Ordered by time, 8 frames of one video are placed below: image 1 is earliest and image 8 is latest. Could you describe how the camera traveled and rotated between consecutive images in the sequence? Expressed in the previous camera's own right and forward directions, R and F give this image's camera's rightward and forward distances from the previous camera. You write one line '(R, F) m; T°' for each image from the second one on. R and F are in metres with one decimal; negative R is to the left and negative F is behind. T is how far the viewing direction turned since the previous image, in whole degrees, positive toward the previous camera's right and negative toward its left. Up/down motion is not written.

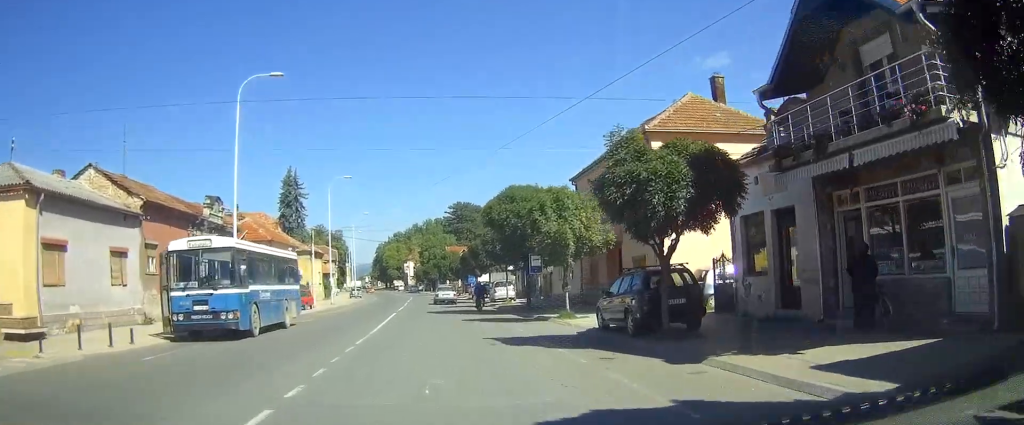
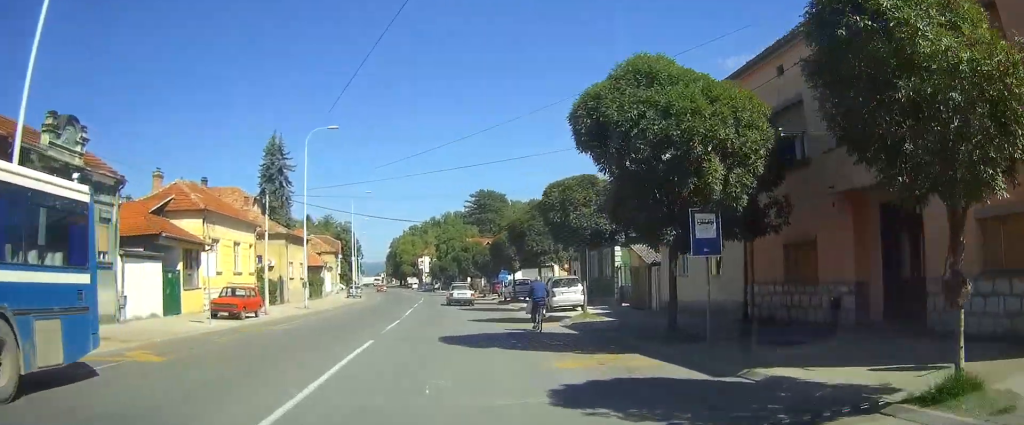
(-0.4, +19.3) m; -2°
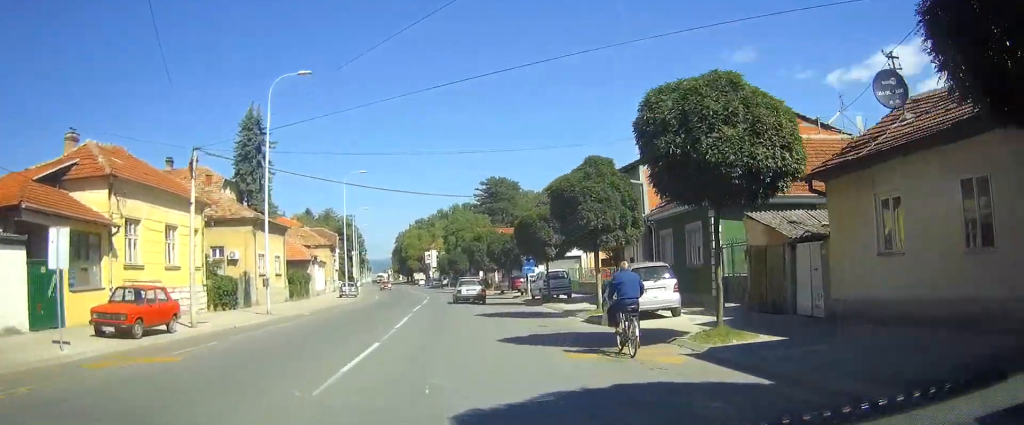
(0.0, +11.6) m; 0°
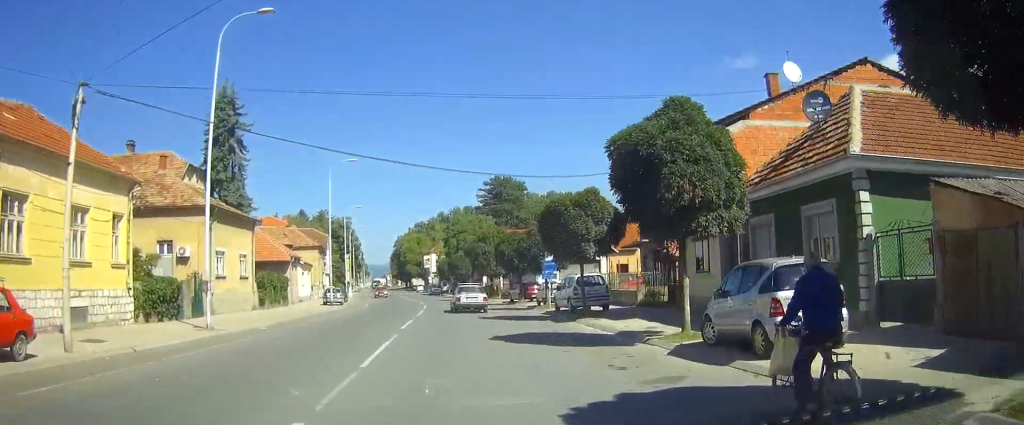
(0.0, +8.6) m; 0°
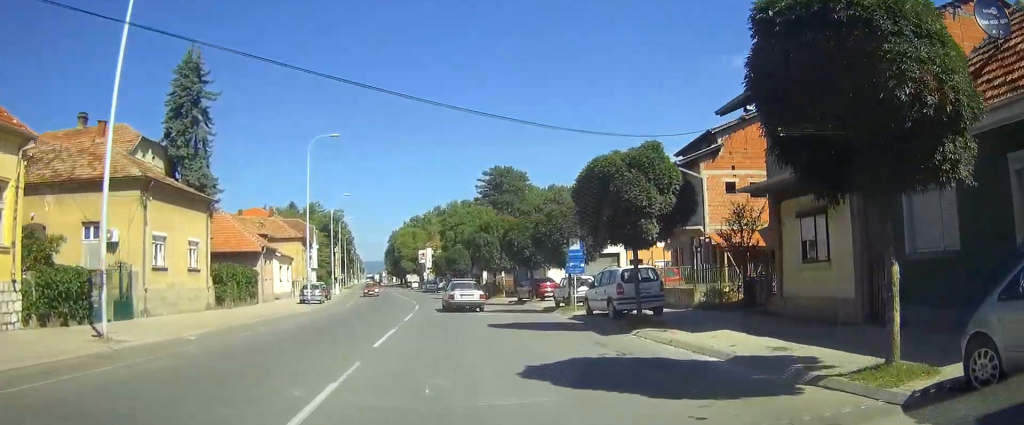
(-0.1, +7.7) m; 0°
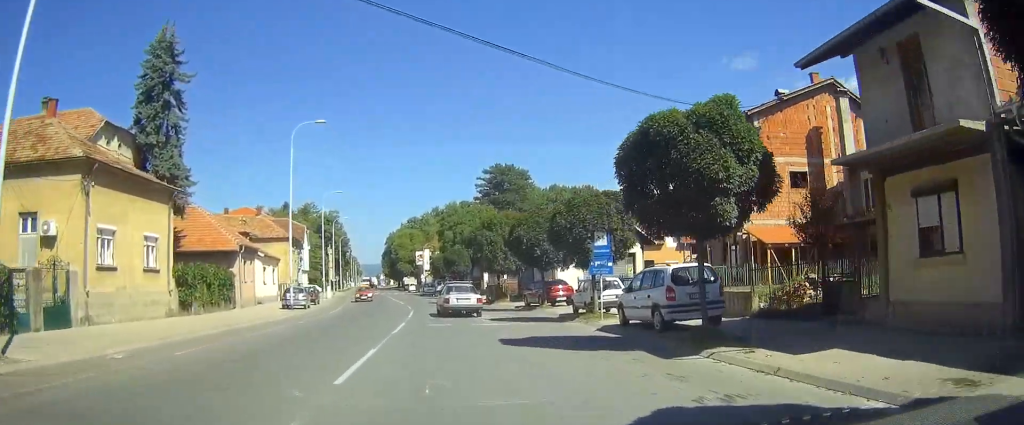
(0.0, +4.8) m; 0°
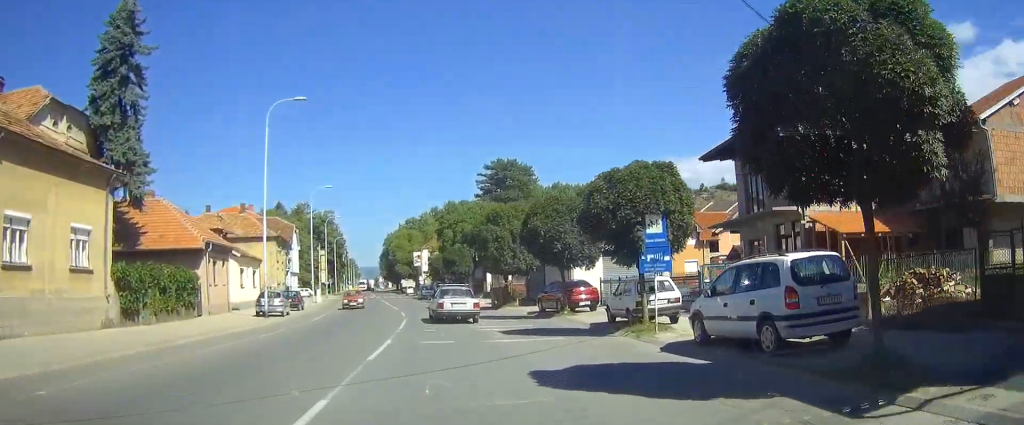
(+0.1, +6.0) m; 0°
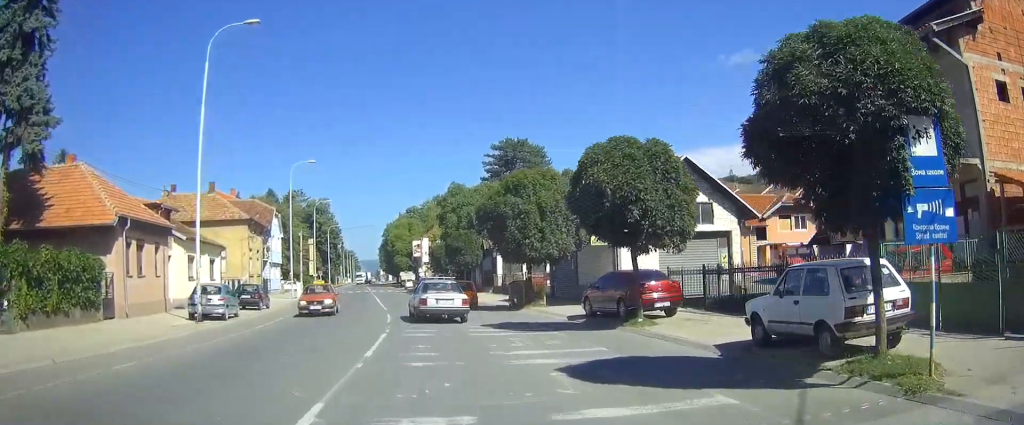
(-0.1, +10.5) m; -2°
